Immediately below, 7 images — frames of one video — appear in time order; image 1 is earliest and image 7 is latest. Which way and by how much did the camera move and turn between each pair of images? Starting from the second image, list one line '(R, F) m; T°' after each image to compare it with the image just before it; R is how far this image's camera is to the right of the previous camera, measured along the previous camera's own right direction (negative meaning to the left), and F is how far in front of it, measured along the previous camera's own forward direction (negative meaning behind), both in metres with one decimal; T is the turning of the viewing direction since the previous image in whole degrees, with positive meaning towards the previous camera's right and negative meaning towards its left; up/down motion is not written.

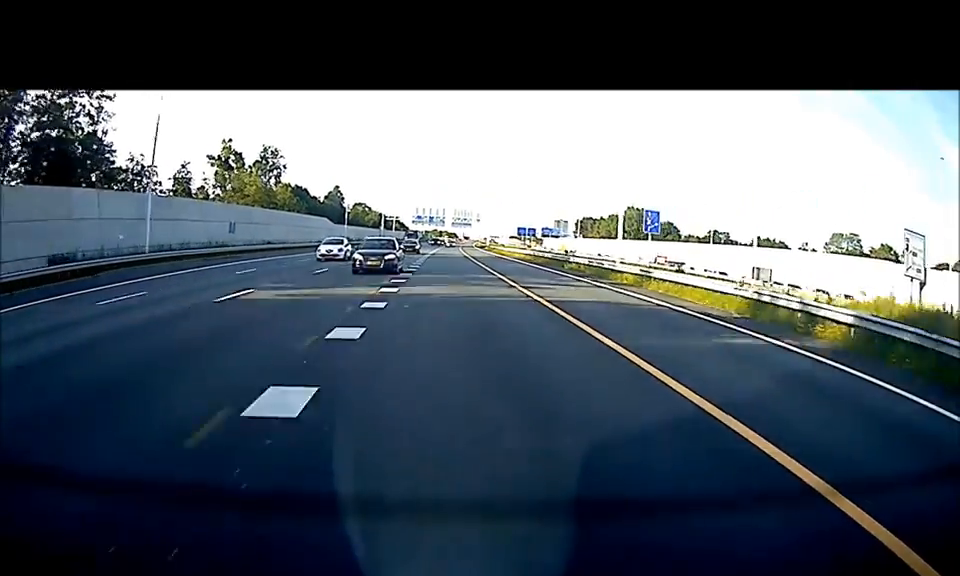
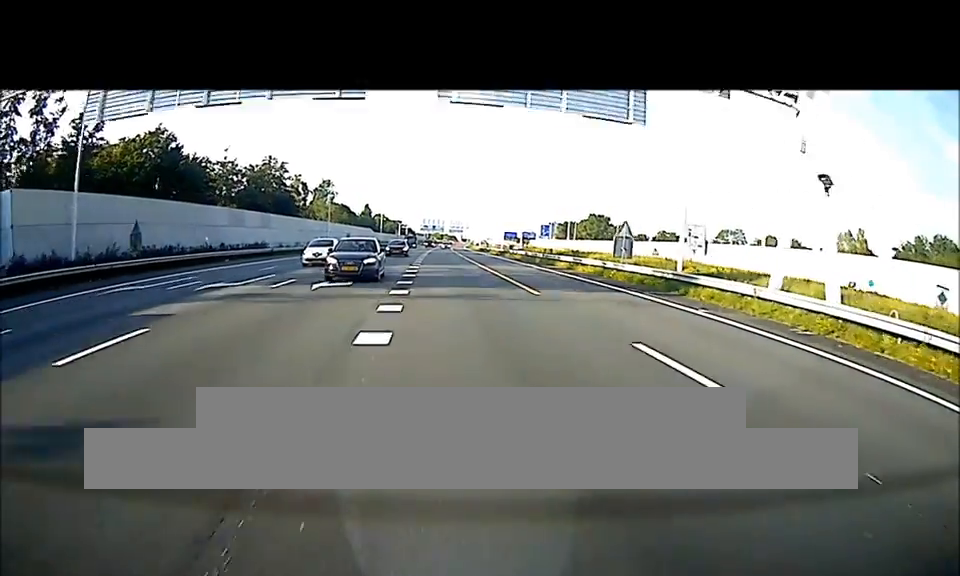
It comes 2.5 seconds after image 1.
(-0.1, +74.4) m; 0°
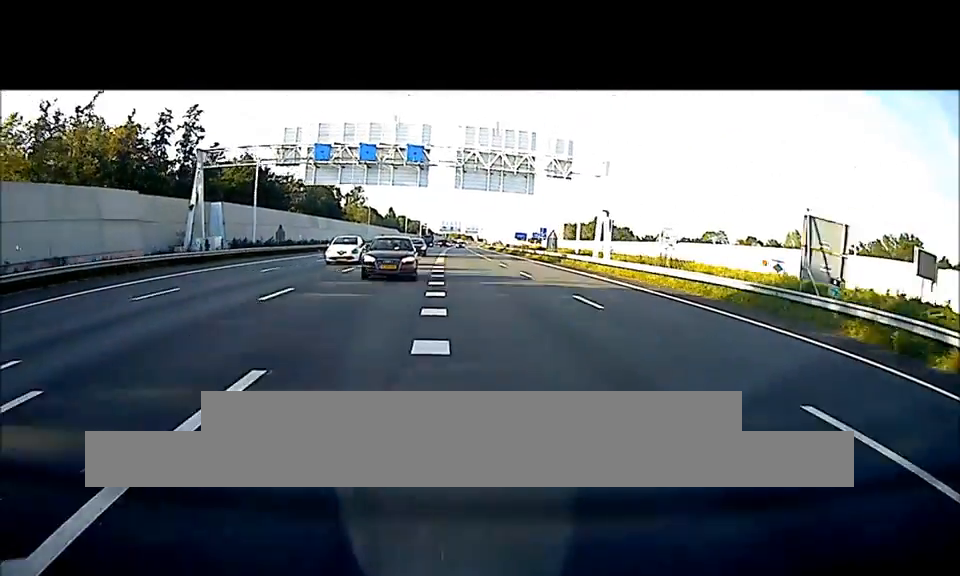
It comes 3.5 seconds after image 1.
(0.0, +28.3) m; 0°
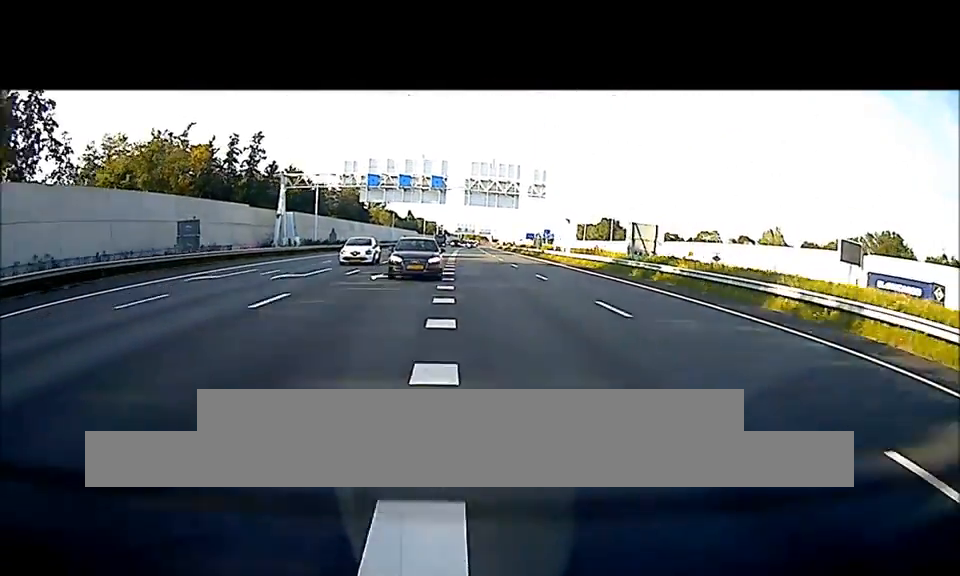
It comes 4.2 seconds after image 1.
(0.0, +19.0) m; 0°
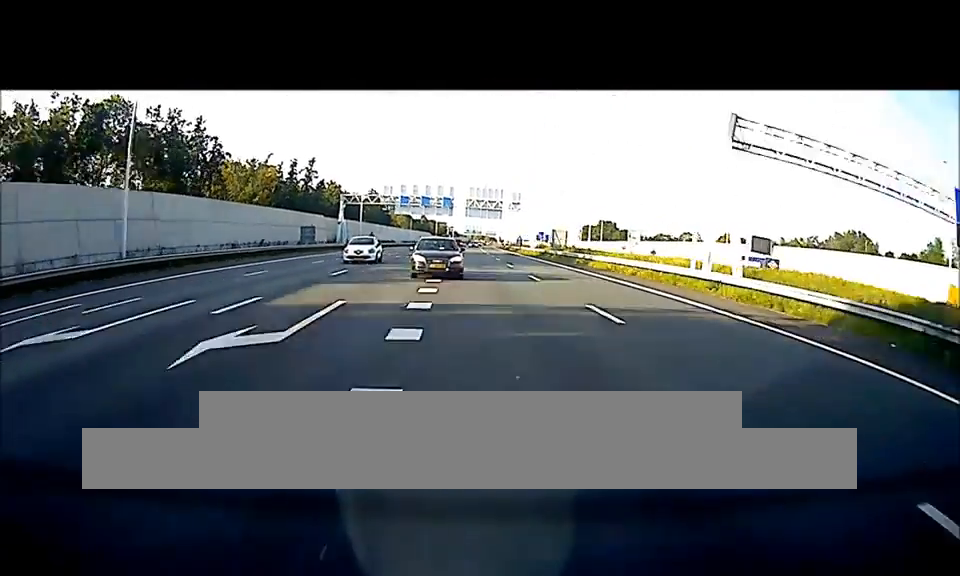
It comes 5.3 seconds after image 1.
(-0.2, +28.8) m; -1°
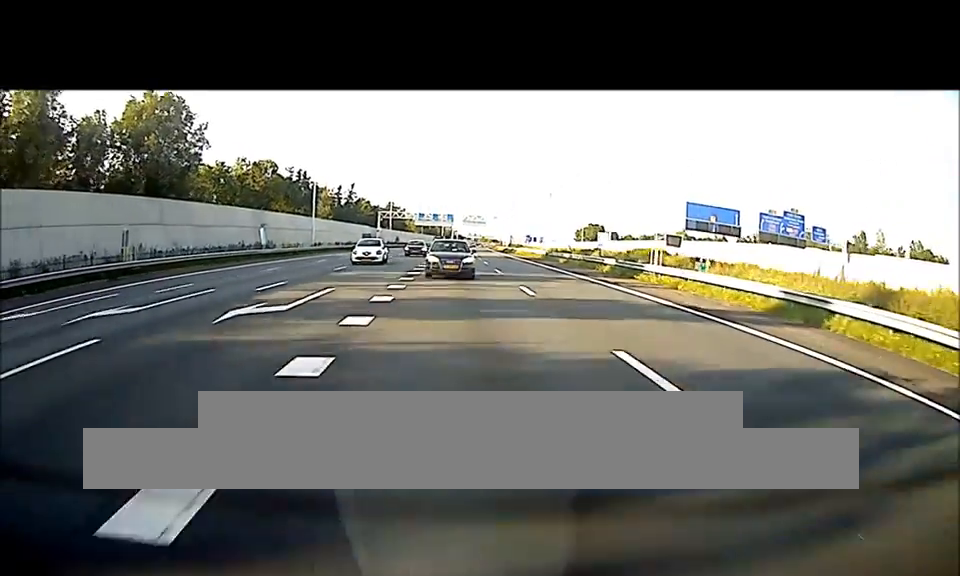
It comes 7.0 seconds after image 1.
(-0.4, +44.8) m; -1°
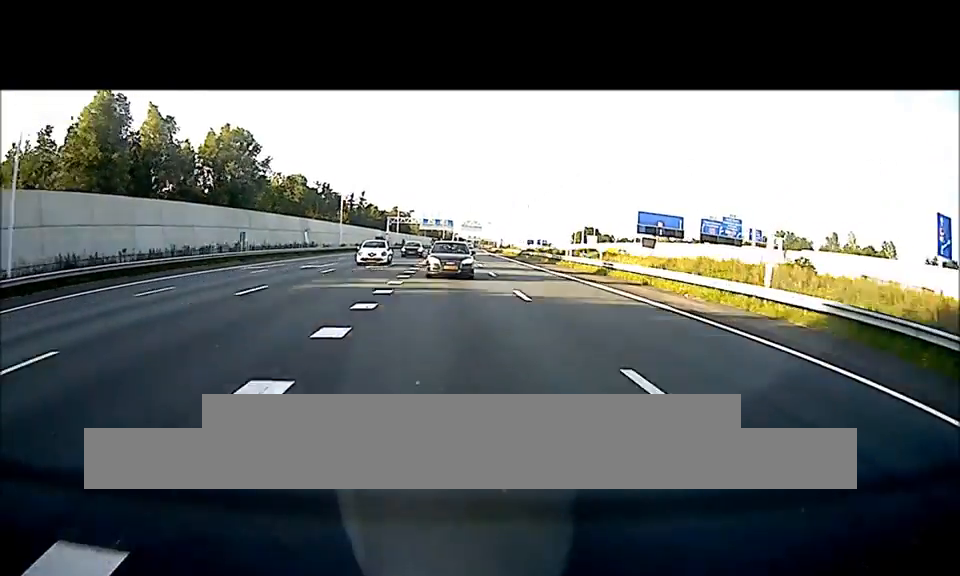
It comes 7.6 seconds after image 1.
(-0.1, +20.6) m; -1°
